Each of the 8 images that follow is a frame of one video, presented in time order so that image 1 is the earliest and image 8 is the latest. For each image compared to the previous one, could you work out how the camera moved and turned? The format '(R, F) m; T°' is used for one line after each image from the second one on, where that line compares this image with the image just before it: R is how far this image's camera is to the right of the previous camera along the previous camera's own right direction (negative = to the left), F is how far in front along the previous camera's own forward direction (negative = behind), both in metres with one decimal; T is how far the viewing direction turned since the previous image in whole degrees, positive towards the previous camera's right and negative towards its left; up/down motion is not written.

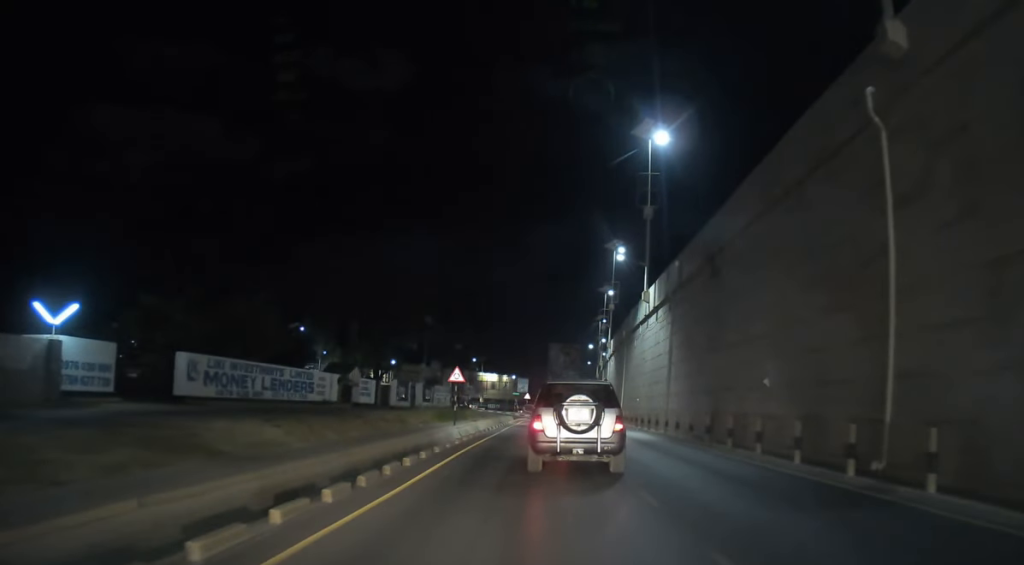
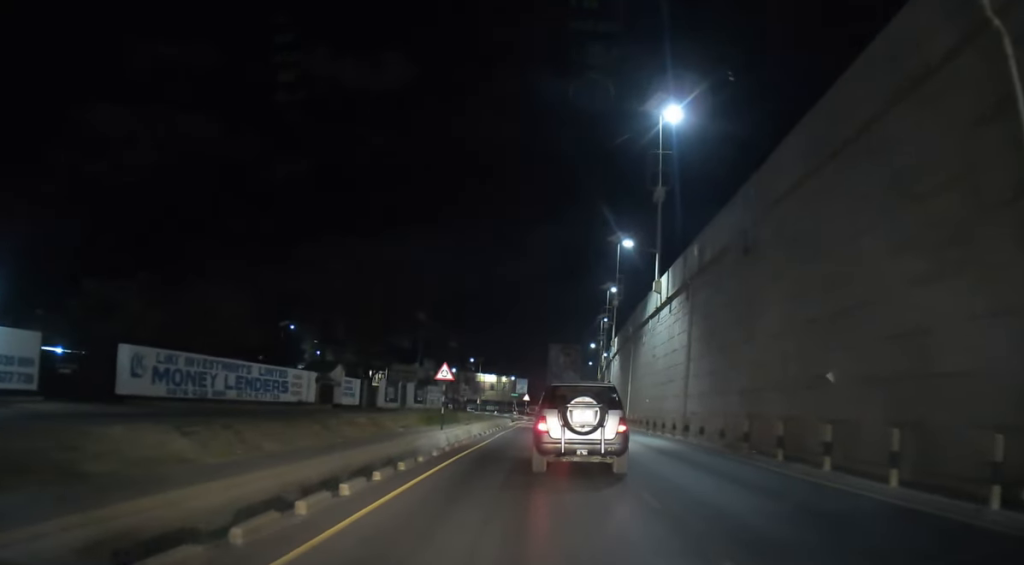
(0.0, +4.8) m; 0°
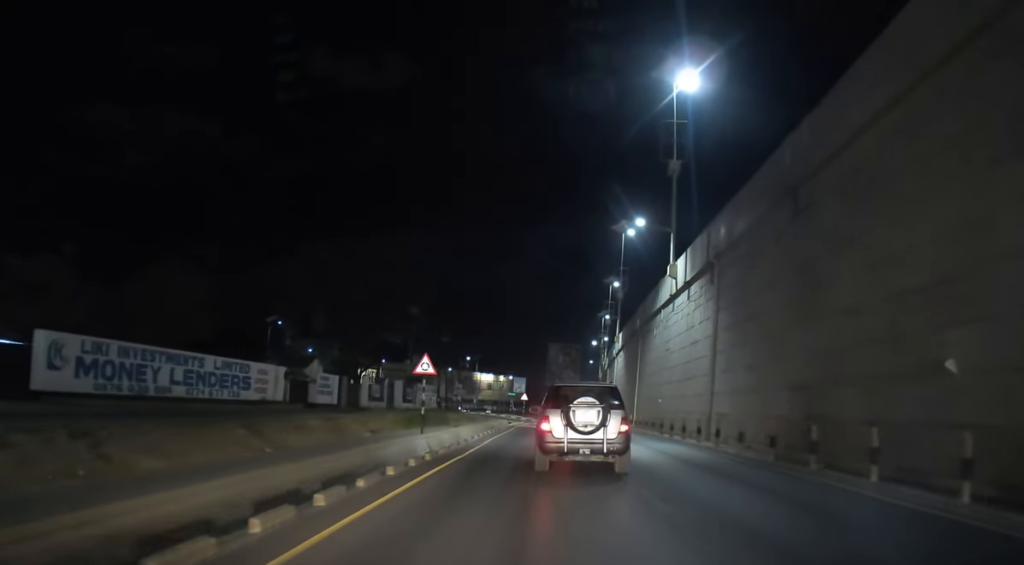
(0.0, +5.2) m; 0°
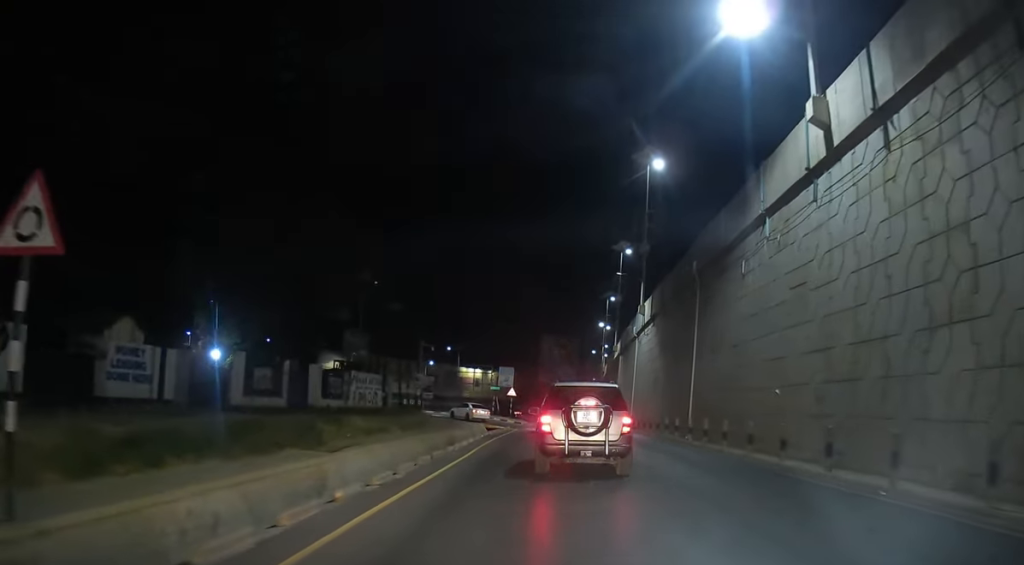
(0.0, +21.5) m; +2°
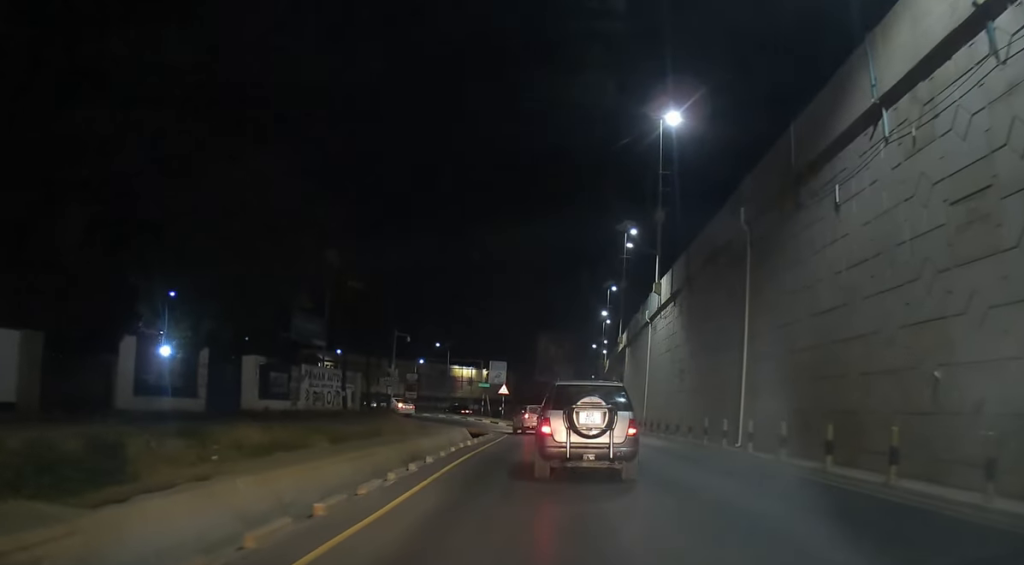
(+0.3, +8.9) m; 0°
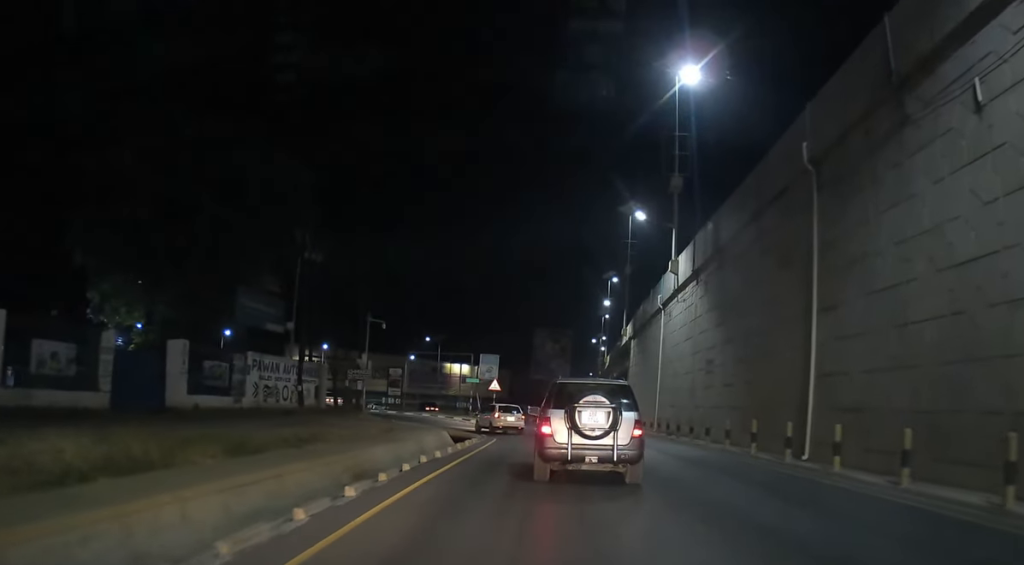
(-0.1, +6.3) m; -1°
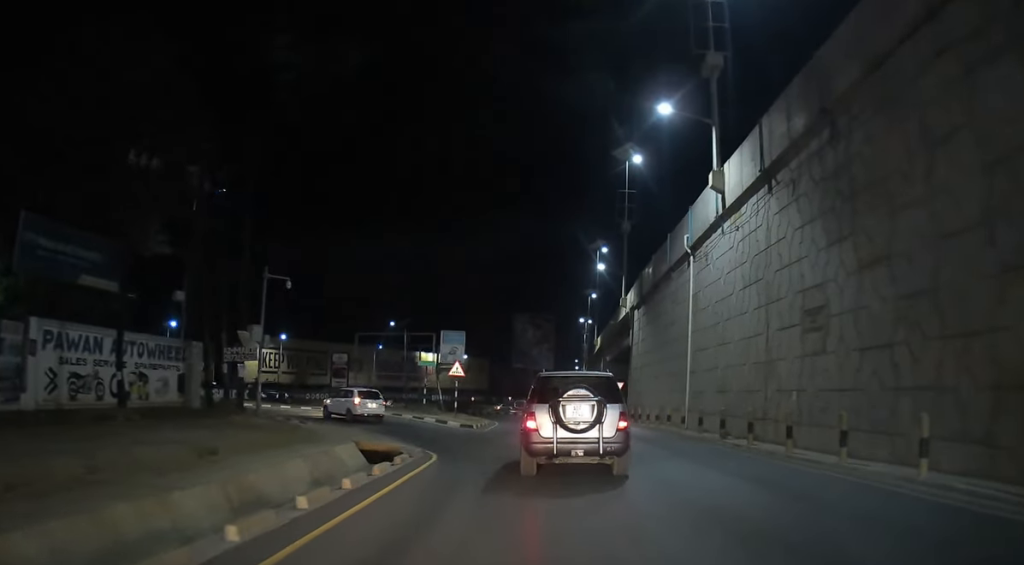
(-0.1, +12.8) m; 0°
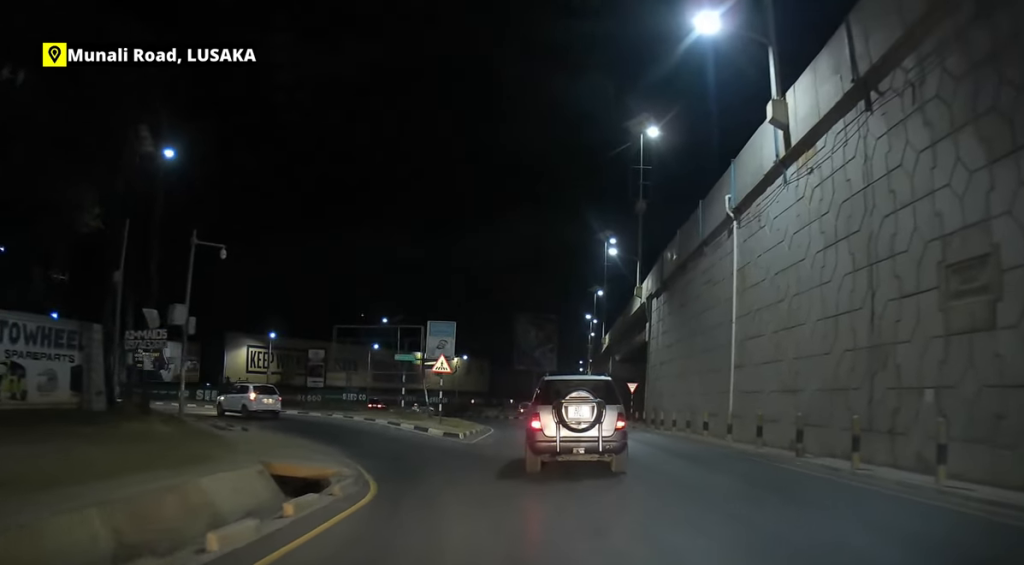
(-0.1, +6.1) m; -3°
